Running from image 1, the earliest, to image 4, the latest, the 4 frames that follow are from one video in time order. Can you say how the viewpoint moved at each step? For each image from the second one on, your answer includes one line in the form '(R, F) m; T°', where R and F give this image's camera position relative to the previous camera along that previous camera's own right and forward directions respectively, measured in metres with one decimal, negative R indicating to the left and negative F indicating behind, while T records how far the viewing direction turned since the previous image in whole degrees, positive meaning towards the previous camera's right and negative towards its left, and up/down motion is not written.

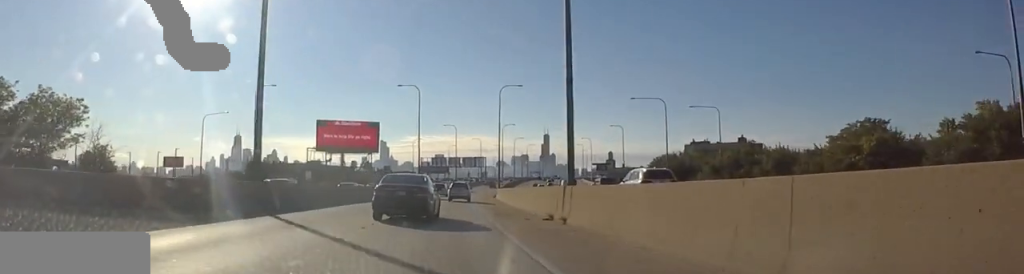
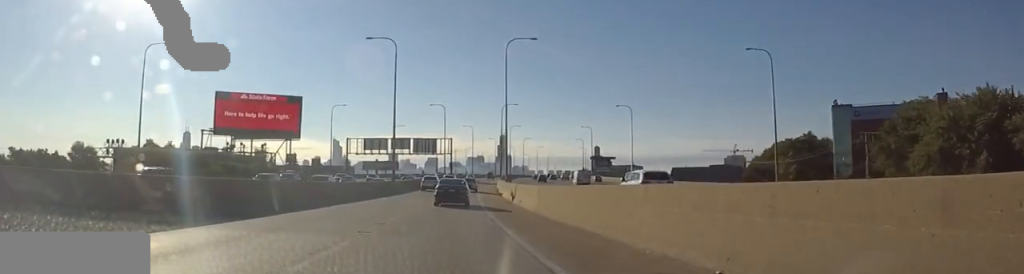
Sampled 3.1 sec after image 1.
(+1.7, +86.0) m; +3°
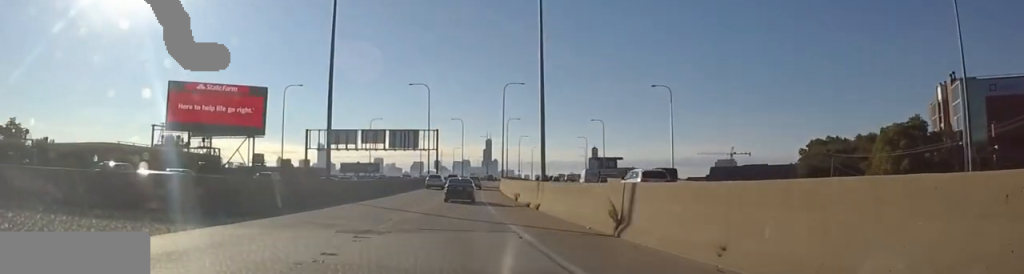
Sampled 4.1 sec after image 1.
(+0.9, +29.1) m; +2°
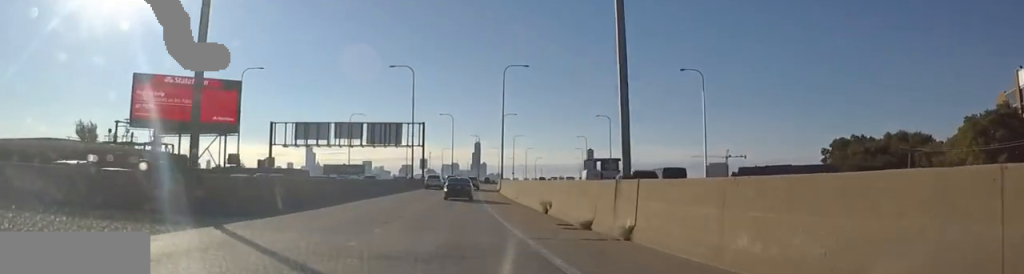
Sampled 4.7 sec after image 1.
(+0.6, +16.3) m; 0°
